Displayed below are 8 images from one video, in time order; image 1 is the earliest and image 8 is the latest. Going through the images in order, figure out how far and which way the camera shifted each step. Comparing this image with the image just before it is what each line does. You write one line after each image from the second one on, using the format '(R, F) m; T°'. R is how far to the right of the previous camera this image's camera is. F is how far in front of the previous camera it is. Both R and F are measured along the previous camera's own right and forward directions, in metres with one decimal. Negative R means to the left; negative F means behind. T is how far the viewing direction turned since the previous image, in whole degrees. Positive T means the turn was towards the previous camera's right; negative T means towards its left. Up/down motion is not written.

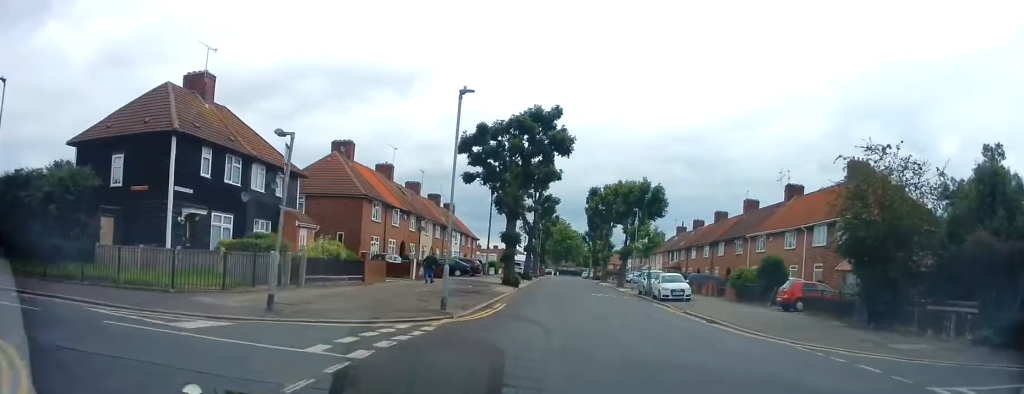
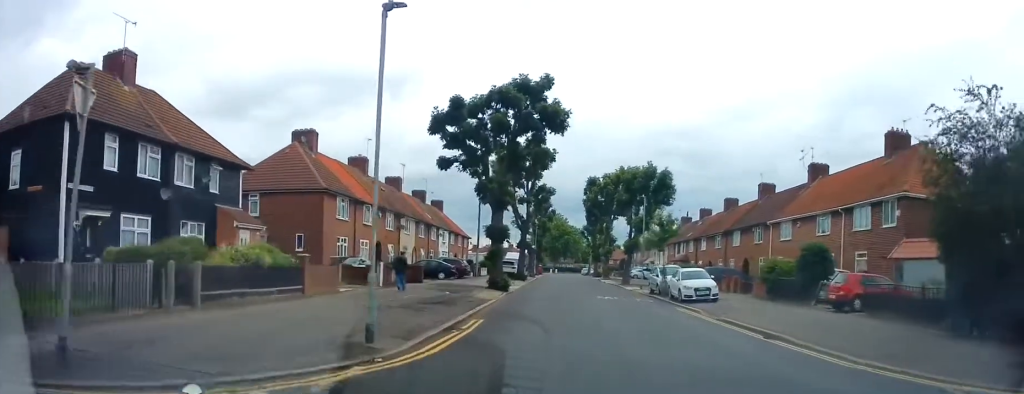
(-0.3, +5.6) m; -1°
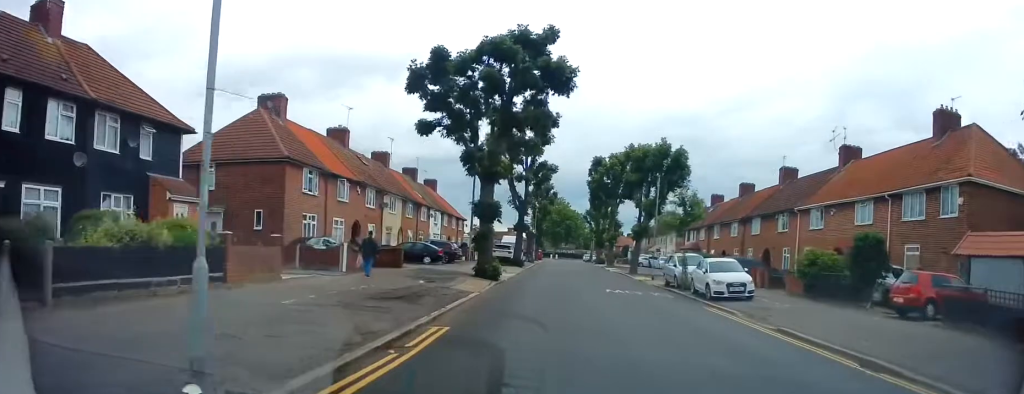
(+0.1, +4.7) m; 0°
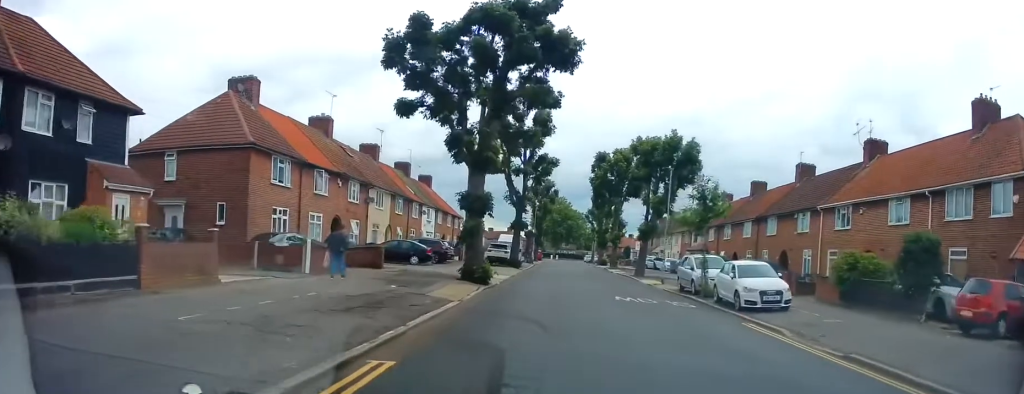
(+0.1, +3.4) m; 0°
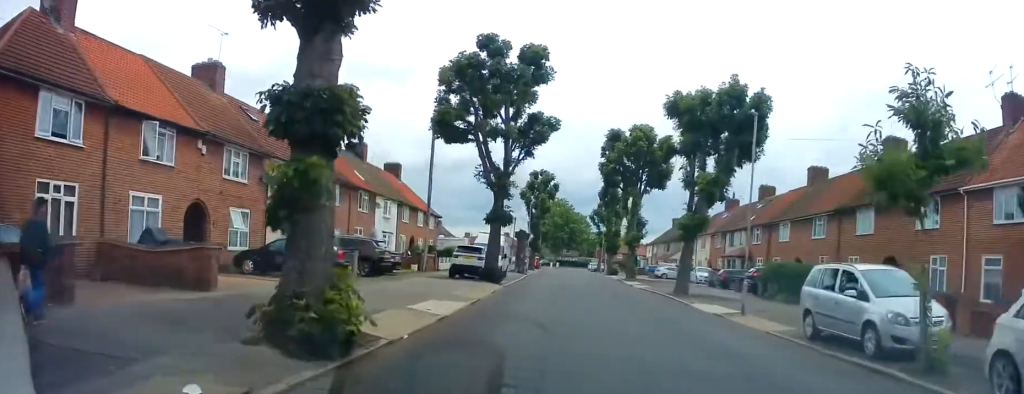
(-0.1, +13.9) m; +1°
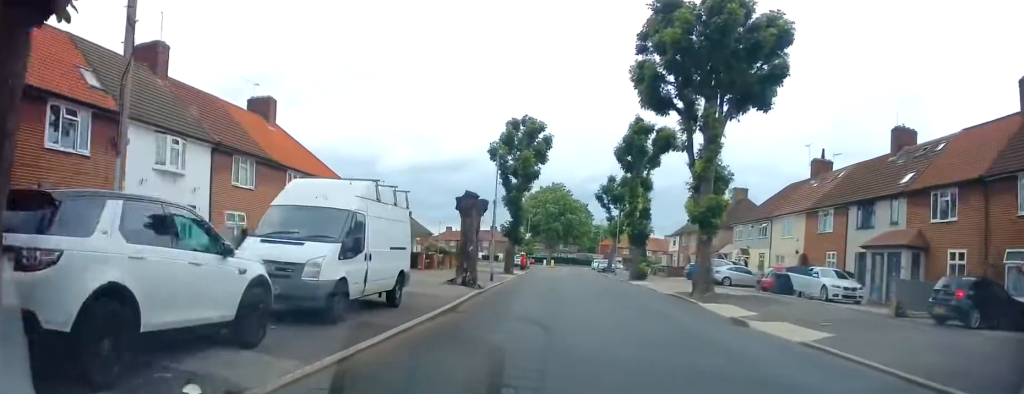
(0.0, +24.6) m; -1°
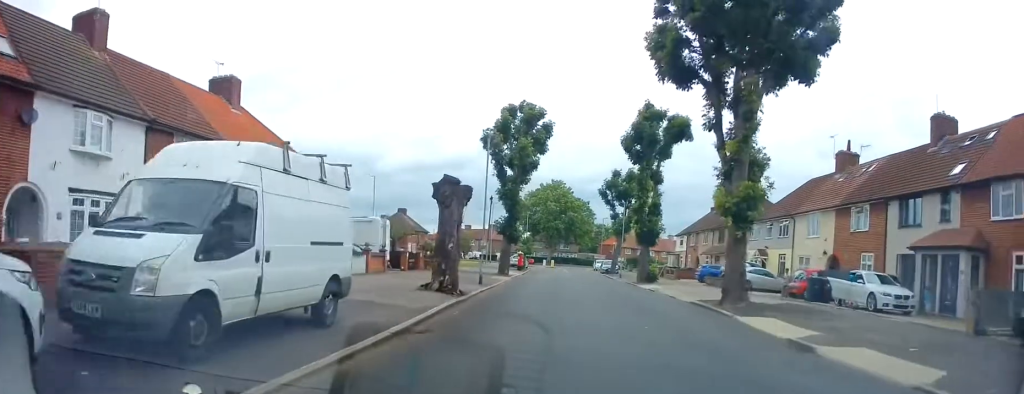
(0.0, +4.2) m; -1°
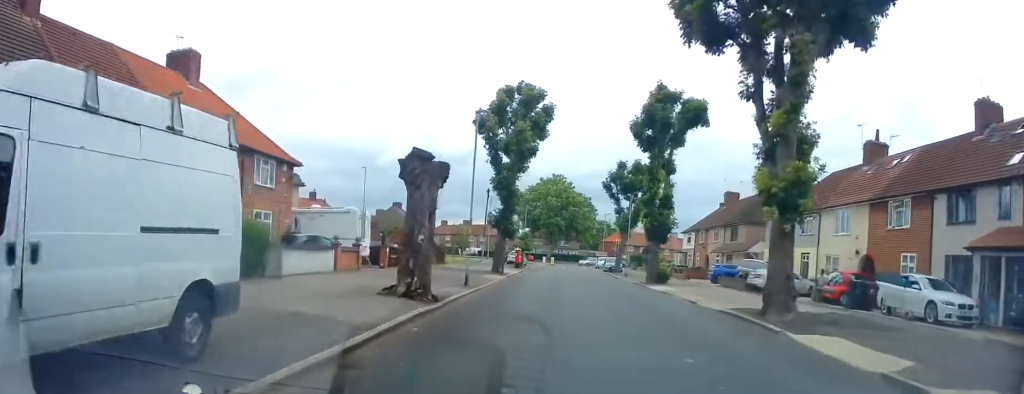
(-0.1, +3.9) m; 0°
